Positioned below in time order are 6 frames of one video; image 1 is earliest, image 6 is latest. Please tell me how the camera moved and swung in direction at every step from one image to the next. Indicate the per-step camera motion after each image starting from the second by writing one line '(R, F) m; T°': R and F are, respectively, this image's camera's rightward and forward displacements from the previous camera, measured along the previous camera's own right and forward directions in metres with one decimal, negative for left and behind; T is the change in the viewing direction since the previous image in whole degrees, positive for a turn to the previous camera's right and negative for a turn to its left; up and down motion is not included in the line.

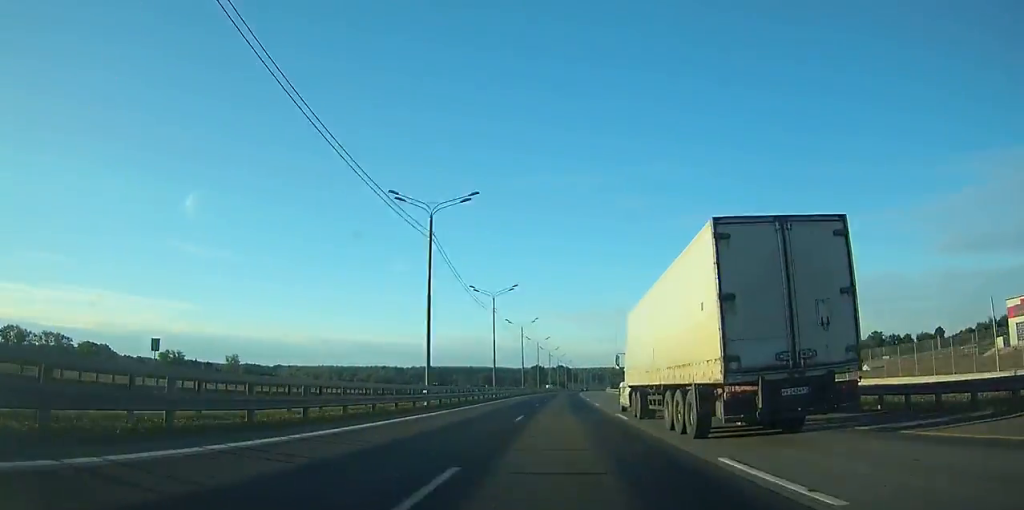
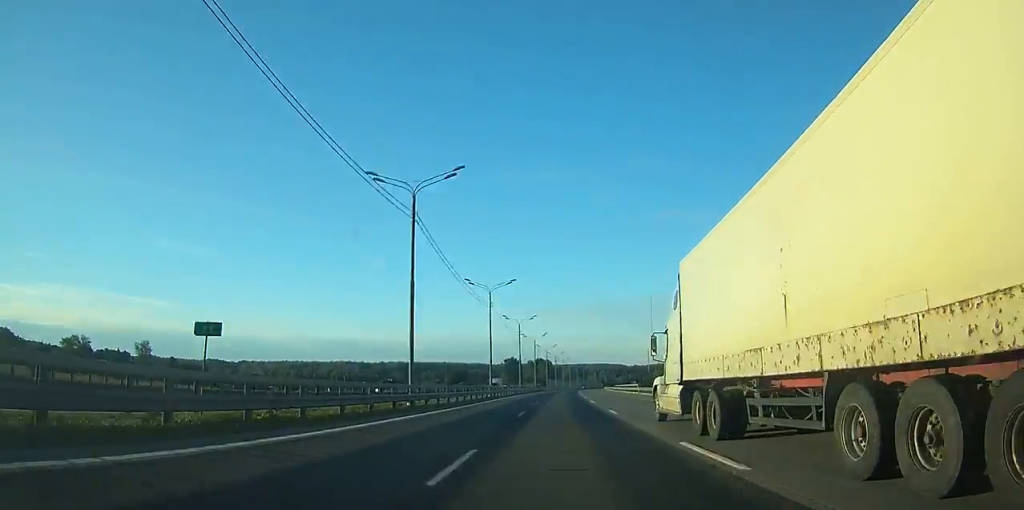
(+1.3, +81.8) m; +2°
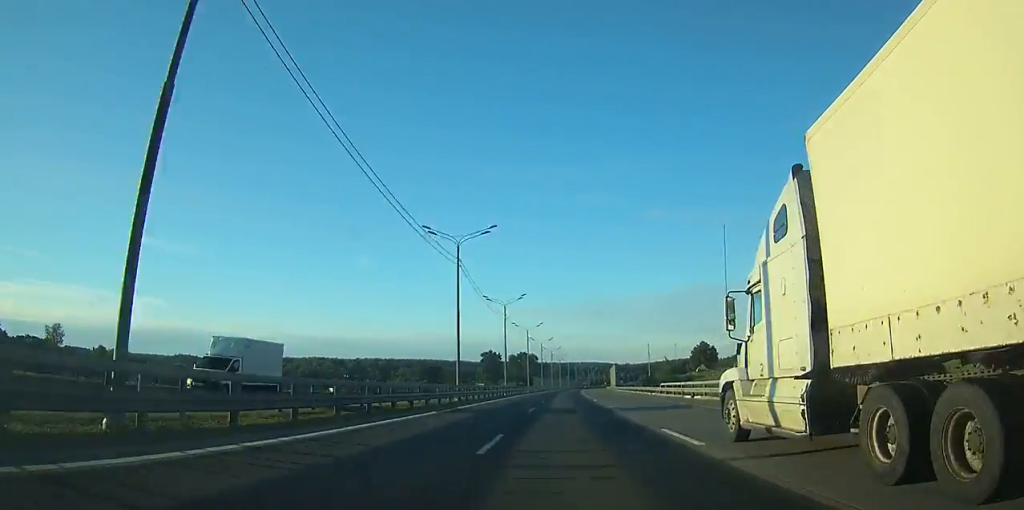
(+0.7, +62.6) m; +1°
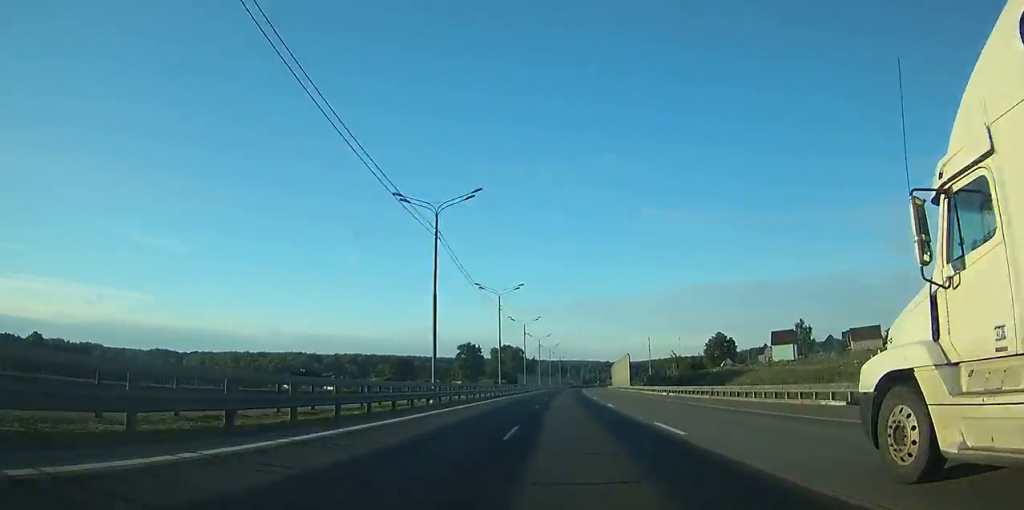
(+0.3, +46.1) m; +1°
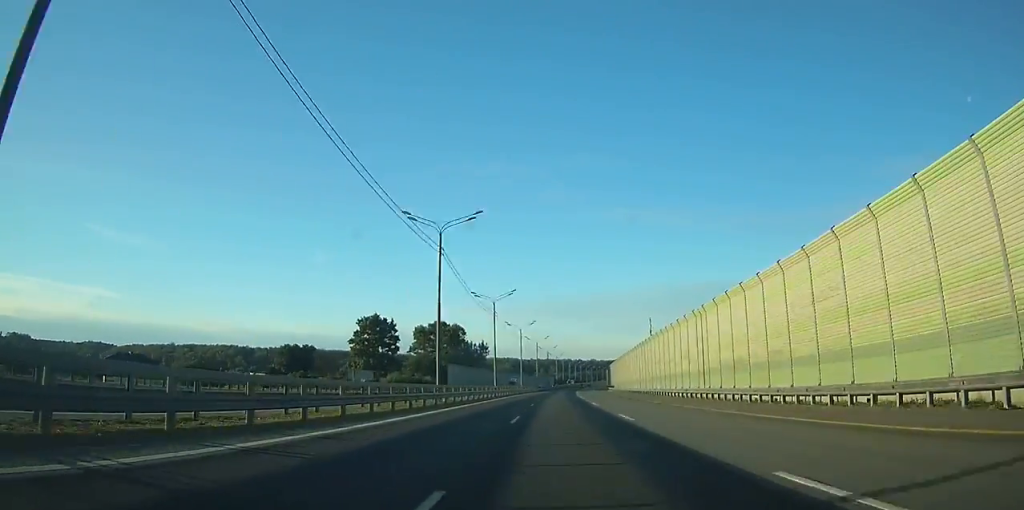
(+2.7, +107.5) m; +3°
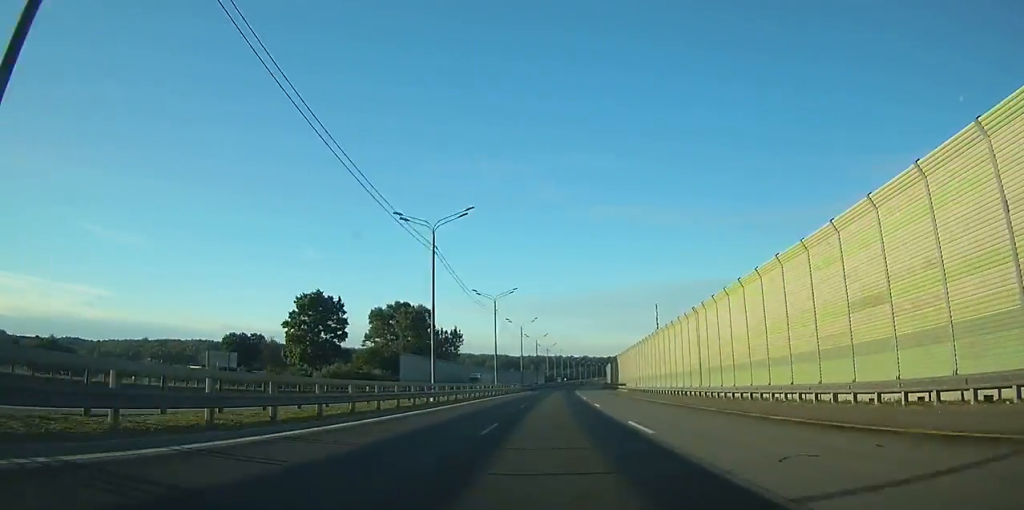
(+0.6, +38.3) m; +1°
